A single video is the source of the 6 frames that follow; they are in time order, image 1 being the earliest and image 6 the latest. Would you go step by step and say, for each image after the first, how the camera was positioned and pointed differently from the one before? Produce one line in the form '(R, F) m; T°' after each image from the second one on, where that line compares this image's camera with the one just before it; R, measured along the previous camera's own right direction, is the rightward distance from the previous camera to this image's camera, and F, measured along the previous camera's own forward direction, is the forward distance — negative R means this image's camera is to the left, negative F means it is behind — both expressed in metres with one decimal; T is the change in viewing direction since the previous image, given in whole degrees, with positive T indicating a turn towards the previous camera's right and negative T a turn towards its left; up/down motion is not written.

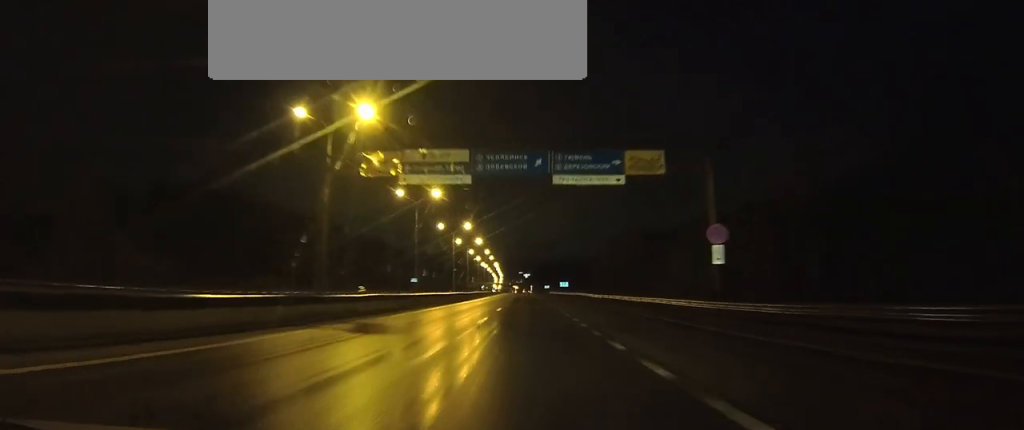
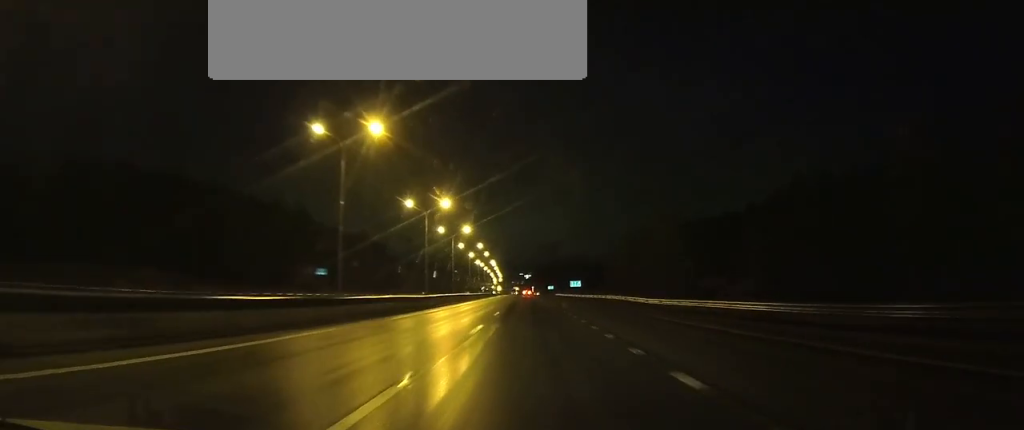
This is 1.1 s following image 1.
(0.0, +29.0) m; 0°
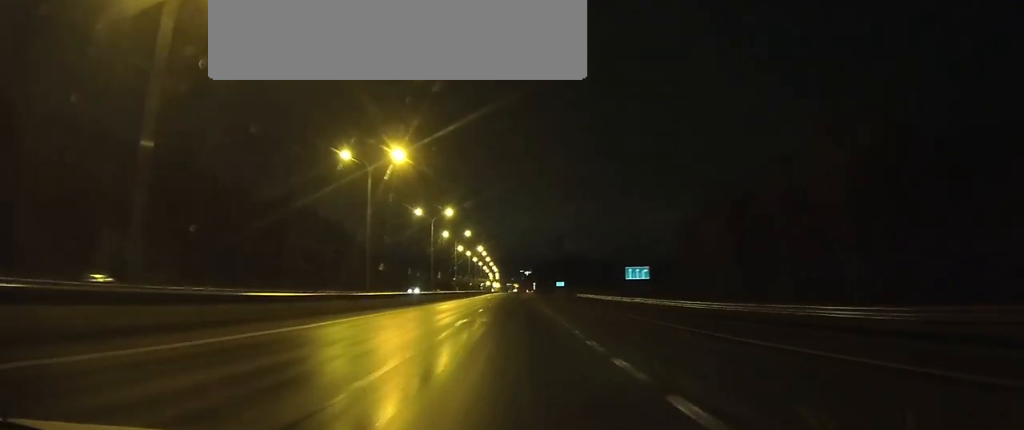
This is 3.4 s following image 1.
(0.0, +54.4) m; 0°
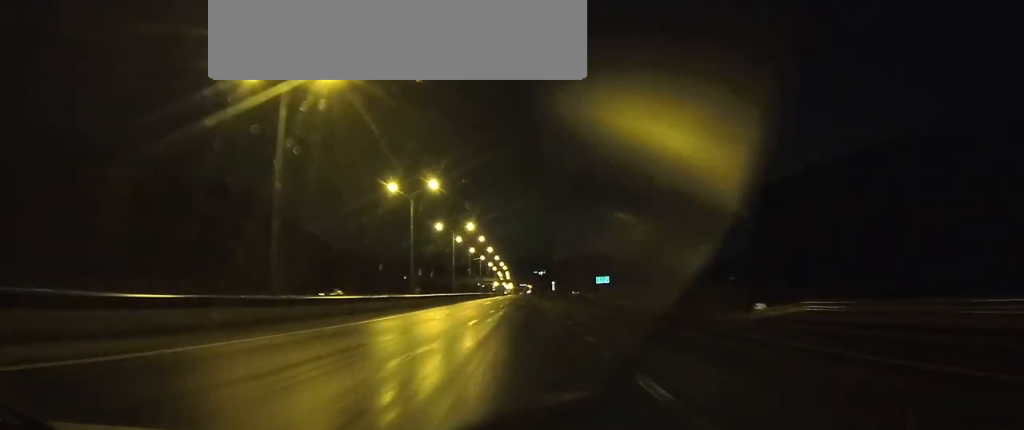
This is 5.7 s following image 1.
(-0.2, +46.5) m; -1°
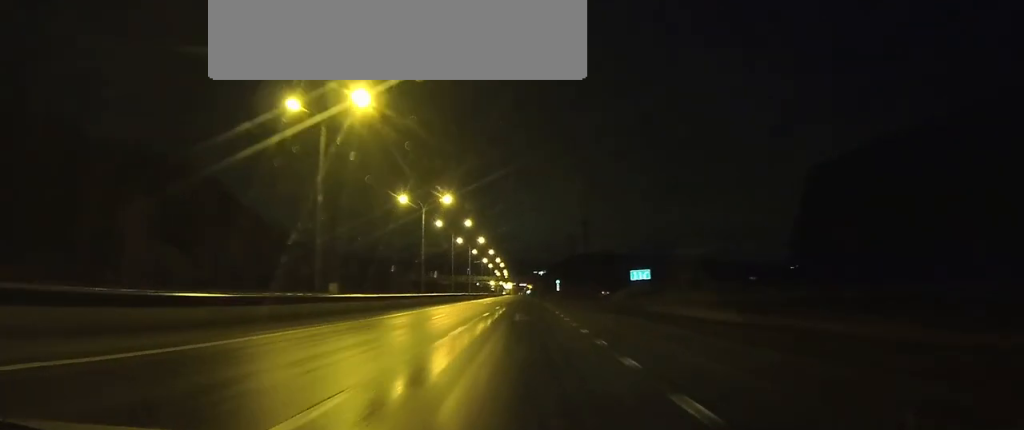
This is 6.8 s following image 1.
(-0.1, +24.6) m; 0°
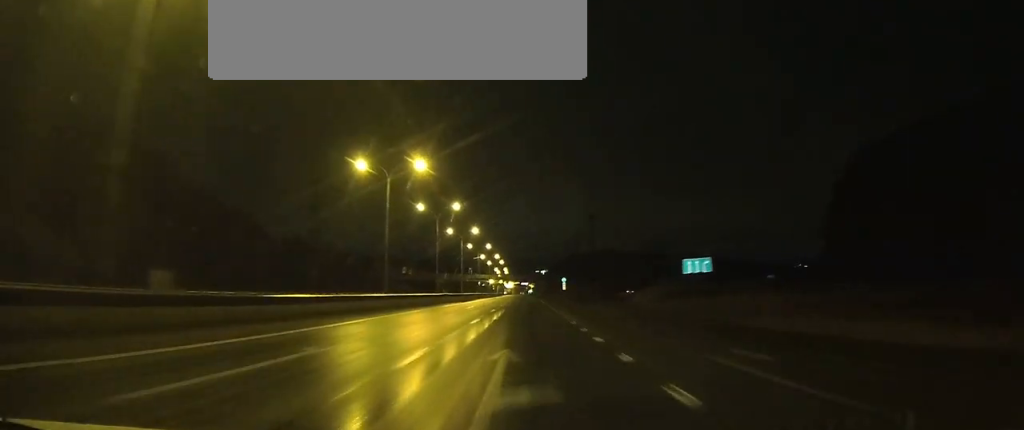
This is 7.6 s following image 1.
(0.0, +18.3) m; 0°
